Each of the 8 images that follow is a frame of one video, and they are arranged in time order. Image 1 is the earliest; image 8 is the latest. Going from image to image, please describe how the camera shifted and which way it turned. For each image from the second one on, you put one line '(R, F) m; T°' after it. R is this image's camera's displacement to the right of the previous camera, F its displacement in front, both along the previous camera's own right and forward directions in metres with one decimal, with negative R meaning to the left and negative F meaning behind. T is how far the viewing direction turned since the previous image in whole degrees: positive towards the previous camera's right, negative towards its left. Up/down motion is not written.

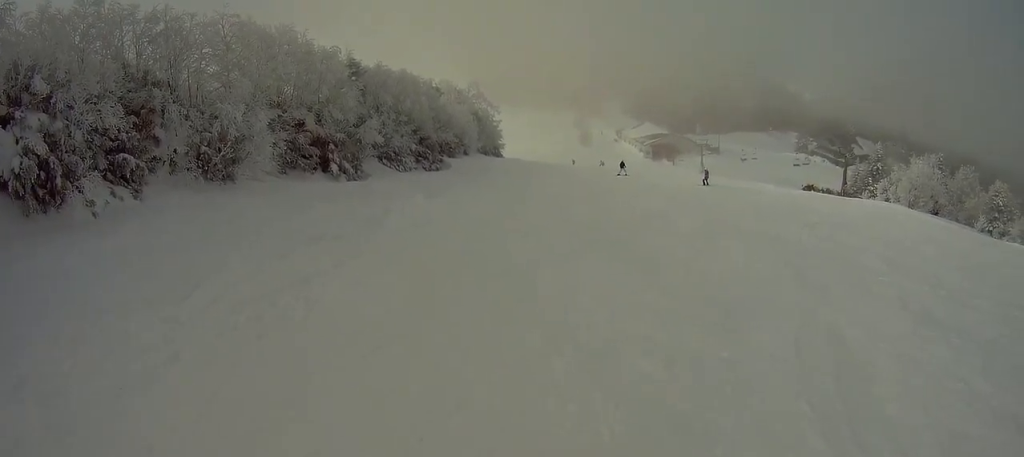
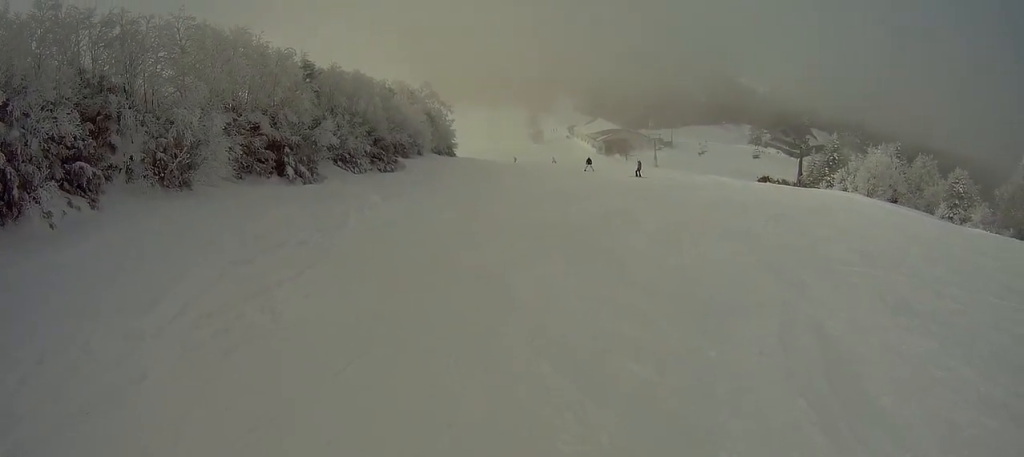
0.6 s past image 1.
(0.0, +2.9) m; -2°
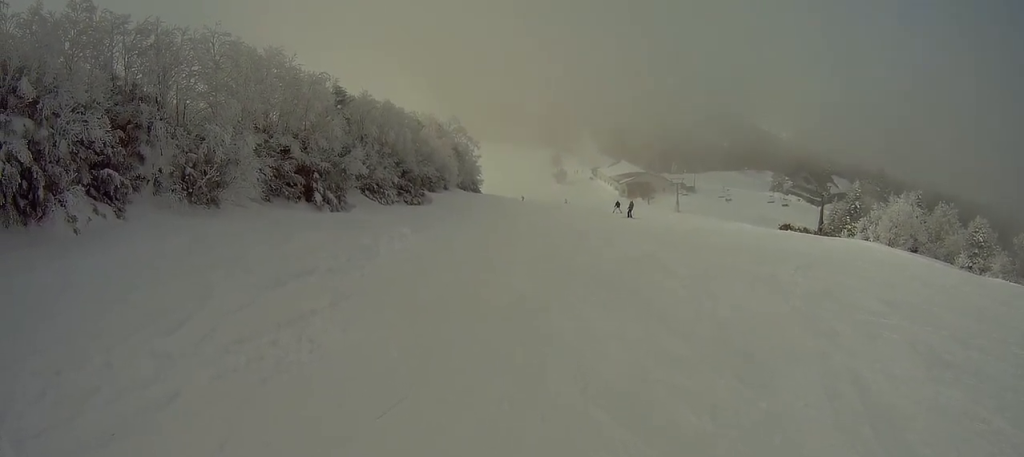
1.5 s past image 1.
(-0.1, +4.3) m; -8°
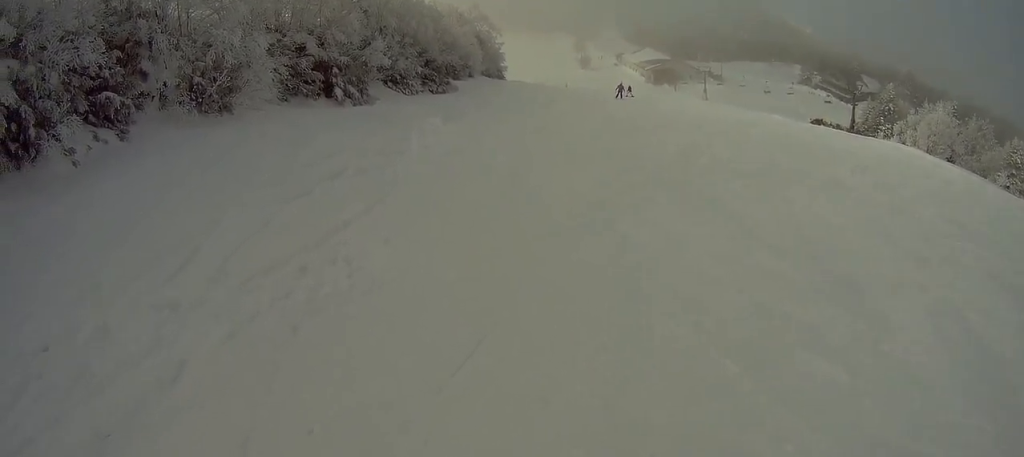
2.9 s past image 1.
(-0.9, +5.8) m; -11°
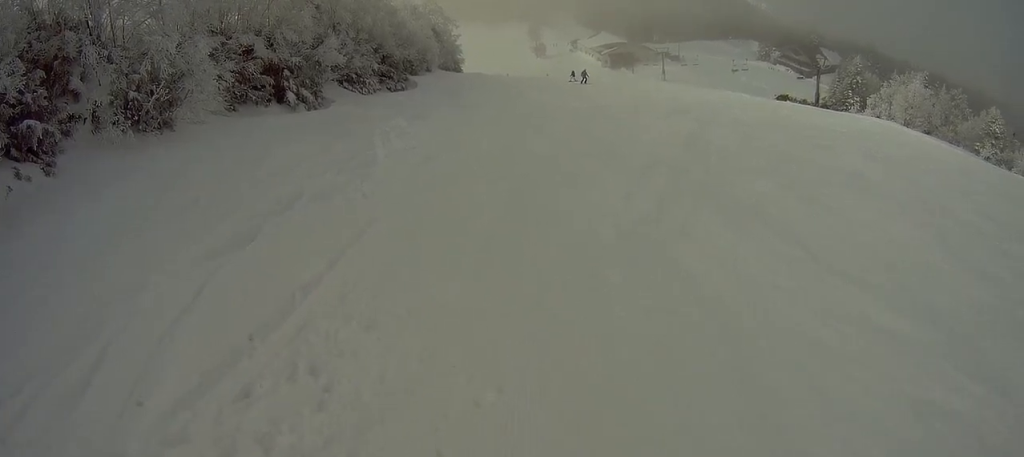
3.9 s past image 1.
(-0.1, +3.6) m; 0°
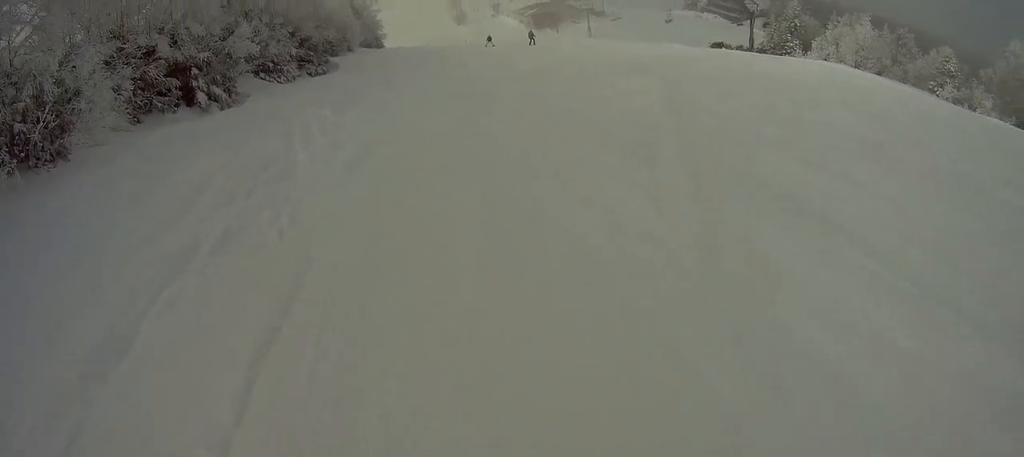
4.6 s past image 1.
(0.0, +2.5) m; +4°
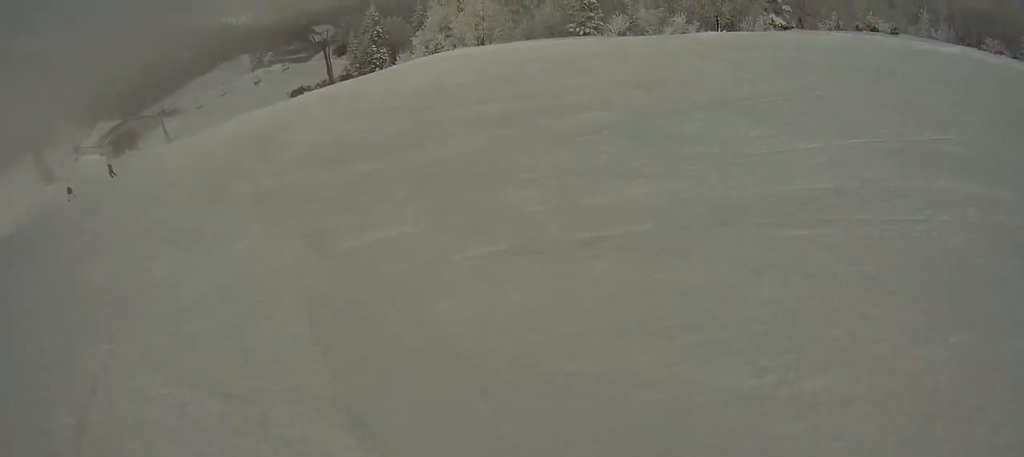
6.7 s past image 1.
(+1.5, +6.4) m; +24°
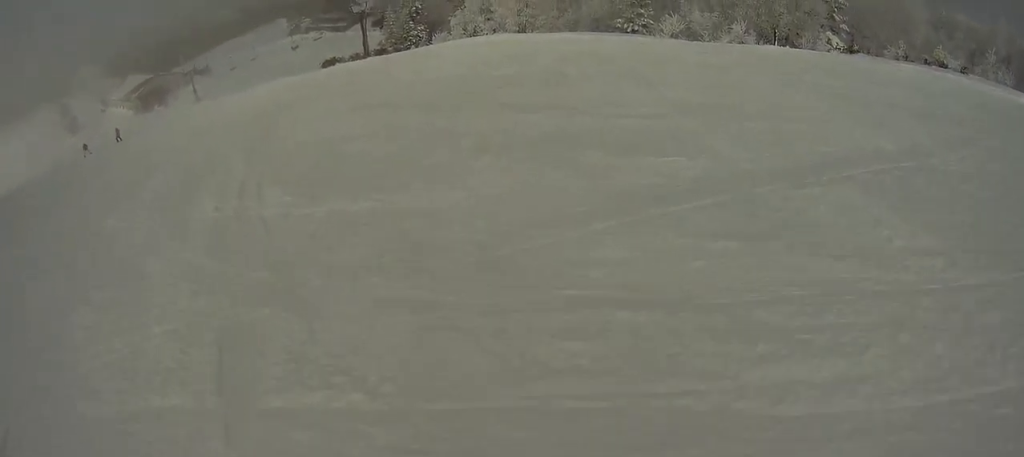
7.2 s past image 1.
(+0.1, +1.3) m; +2°
